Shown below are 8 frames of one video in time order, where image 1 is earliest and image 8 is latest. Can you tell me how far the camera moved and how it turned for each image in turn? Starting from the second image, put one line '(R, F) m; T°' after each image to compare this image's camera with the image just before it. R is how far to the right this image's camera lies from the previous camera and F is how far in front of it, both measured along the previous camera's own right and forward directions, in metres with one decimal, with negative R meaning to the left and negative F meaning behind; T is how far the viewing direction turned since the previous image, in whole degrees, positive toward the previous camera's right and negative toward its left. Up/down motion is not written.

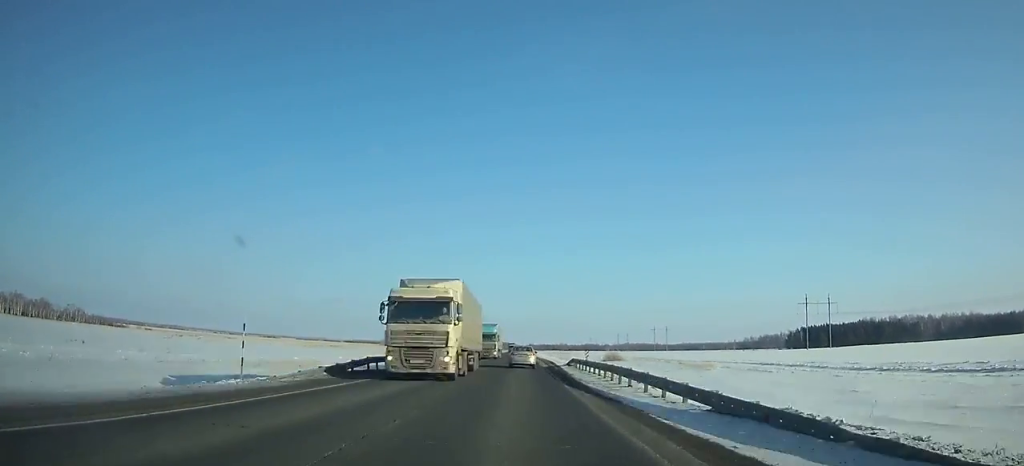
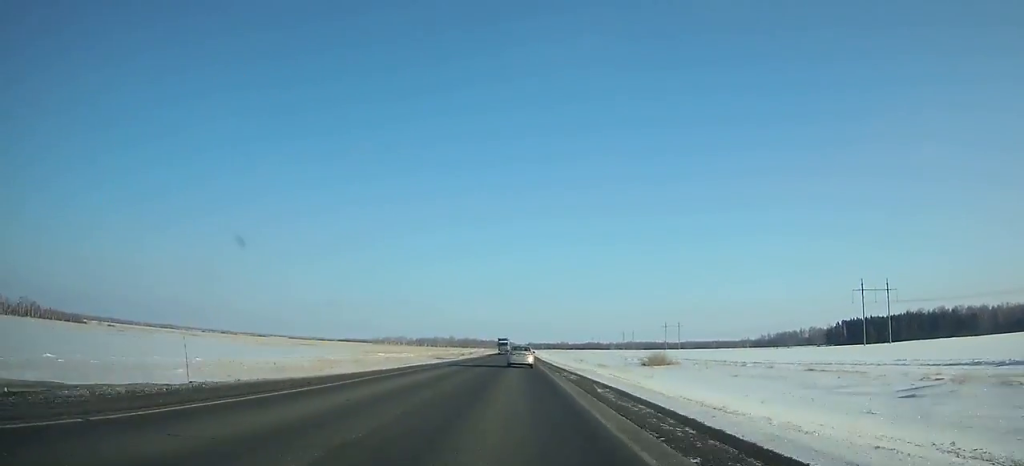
(+0.1, +52.4) m; 0°
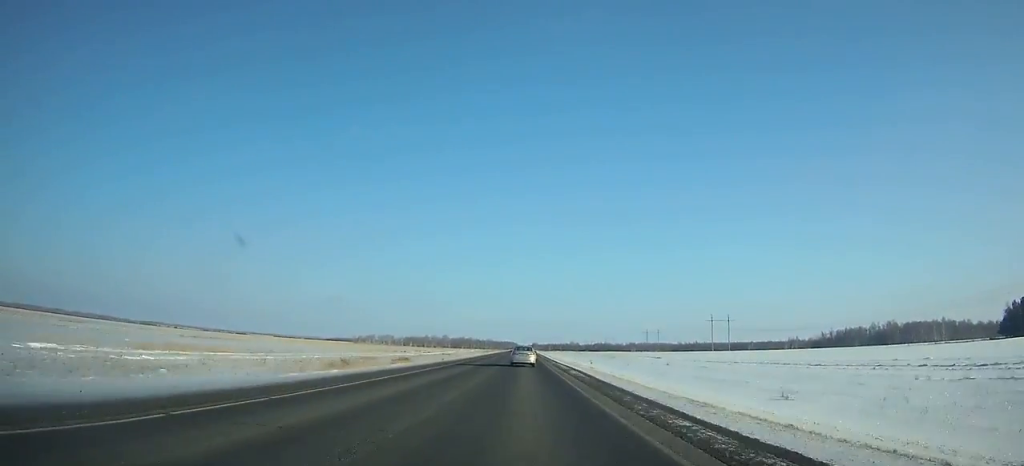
(-0.2, +133.2) m; 0°
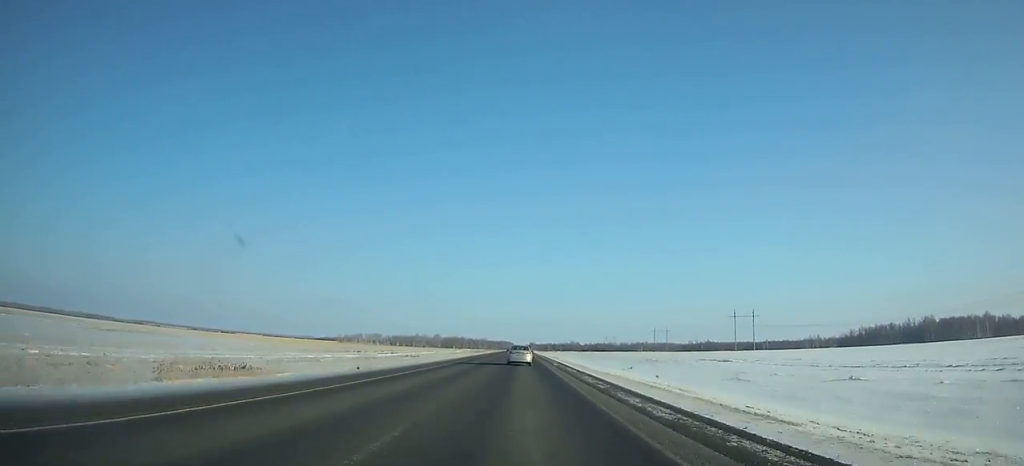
(+0.2, +56.4) m; 0°
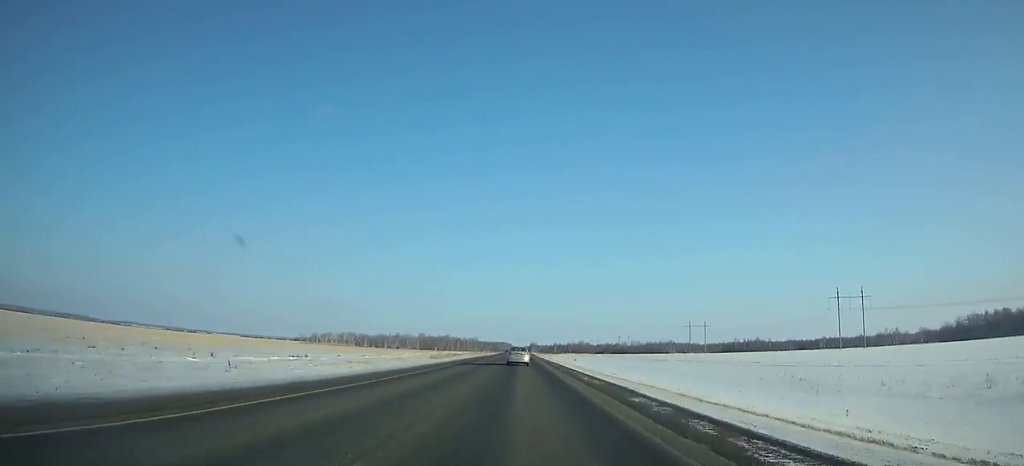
(+0.2, +134.5) m; 0°
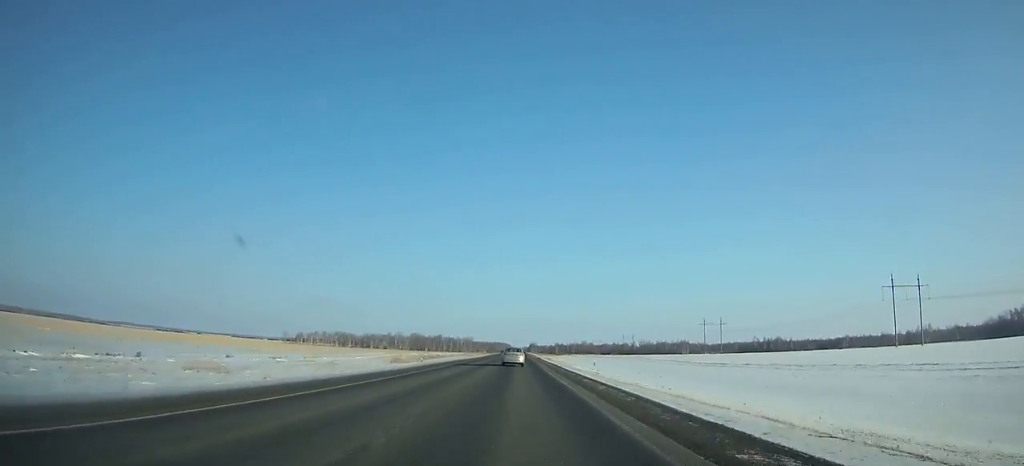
(+0.1, +43.6) m; 0°
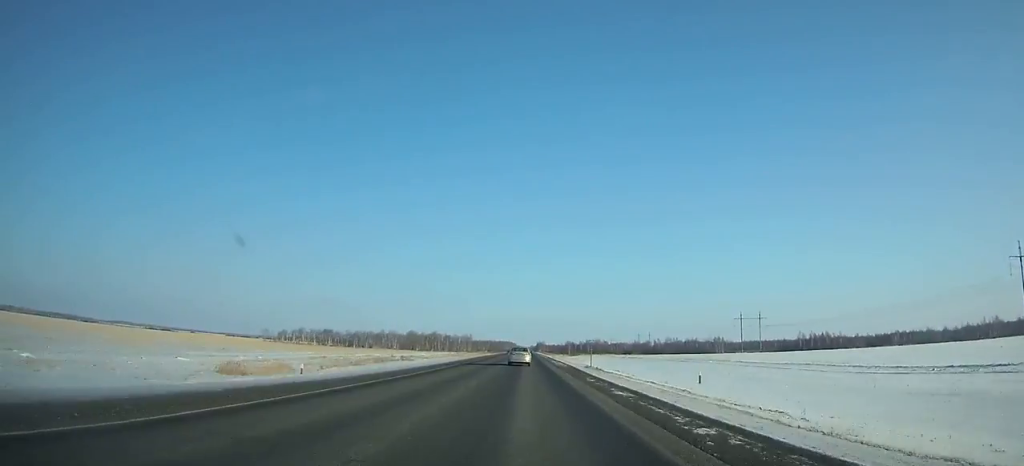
(+0.1, +64.2) m; 0°
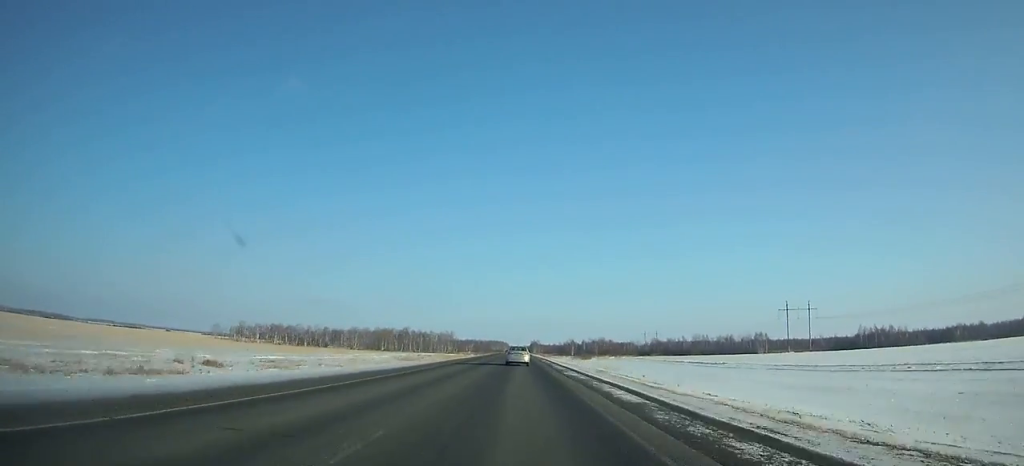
(0.0, +78.9) m; 0°
